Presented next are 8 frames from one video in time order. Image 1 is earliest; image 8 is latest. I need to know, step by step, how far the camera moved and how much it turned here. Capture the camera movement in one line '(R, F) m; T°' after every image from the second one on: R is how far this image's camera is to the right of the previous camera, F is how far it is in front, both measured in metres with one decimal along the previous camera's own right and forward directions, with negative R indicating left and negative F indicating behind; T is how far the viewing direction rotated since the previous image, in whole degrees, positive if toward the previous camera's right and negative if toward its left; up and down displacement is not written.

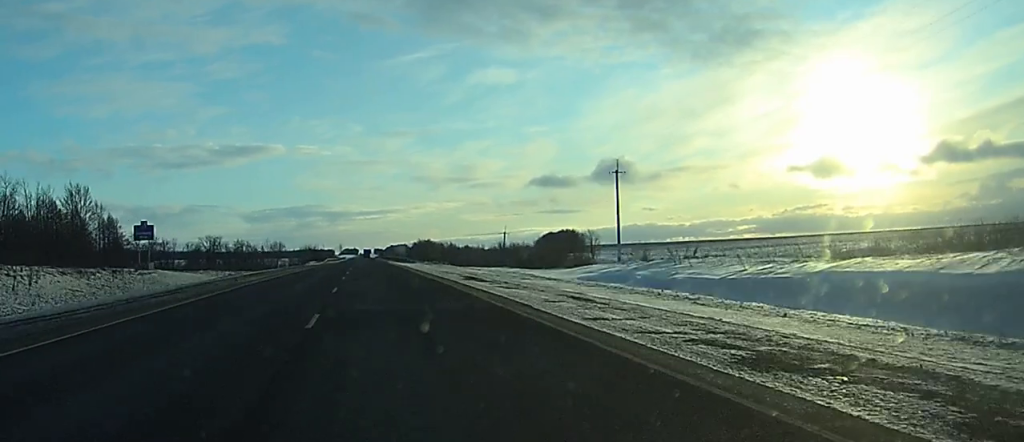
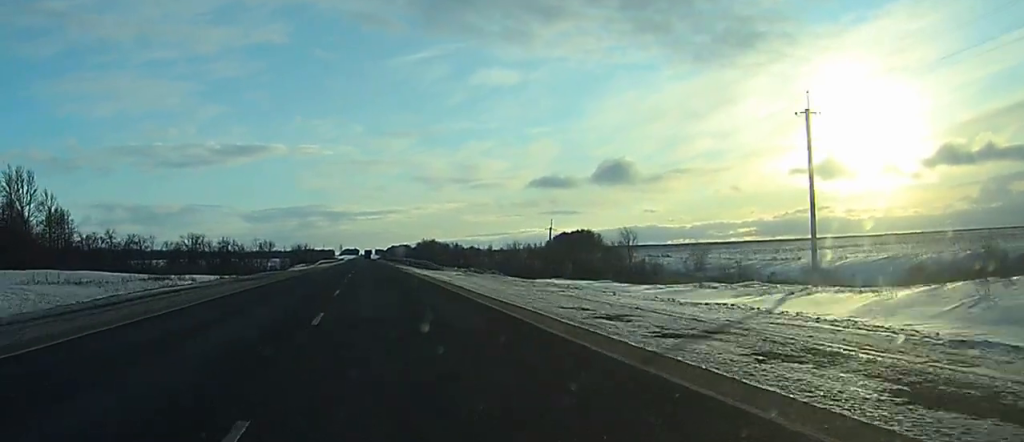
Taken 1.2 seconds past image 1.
(-0.2, +34.5) m; 0°
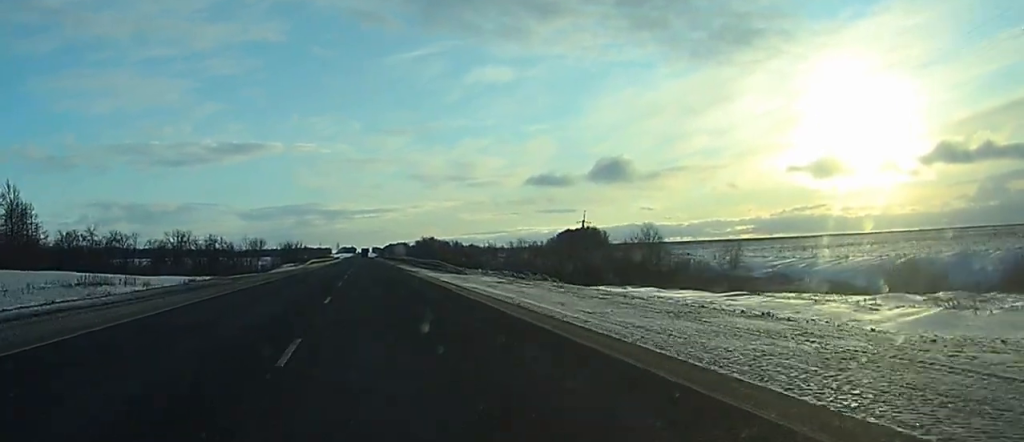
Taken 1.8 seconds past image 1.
(0.0, +17.7) m; 0°
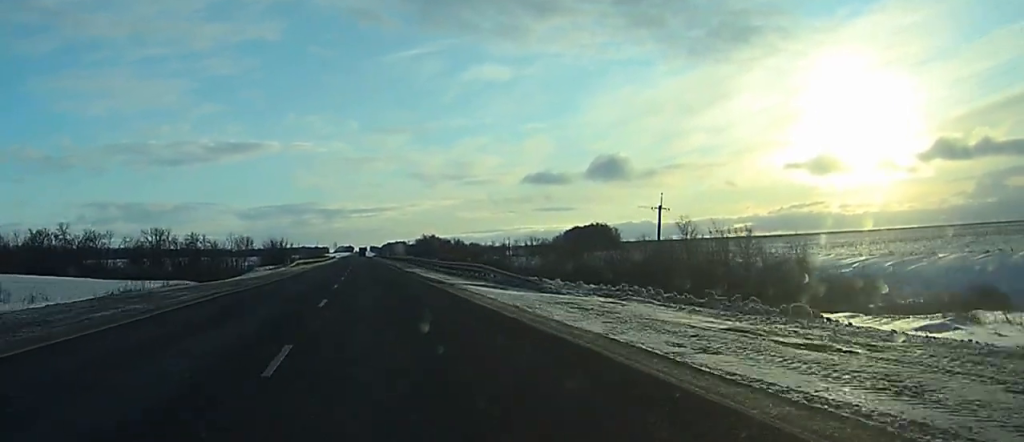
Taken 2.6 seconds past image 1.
(+0.1, +24.6) m; 0°
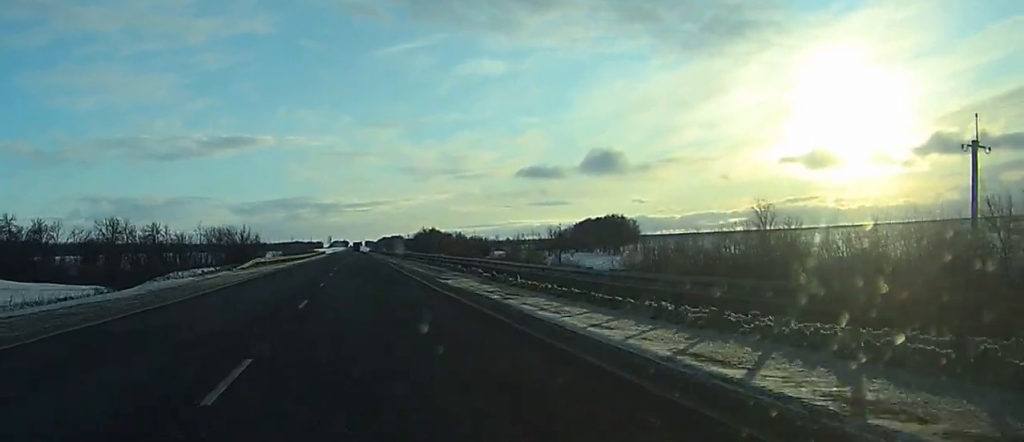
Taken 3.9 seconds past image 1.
(+0.2, +37.4) m; +1°
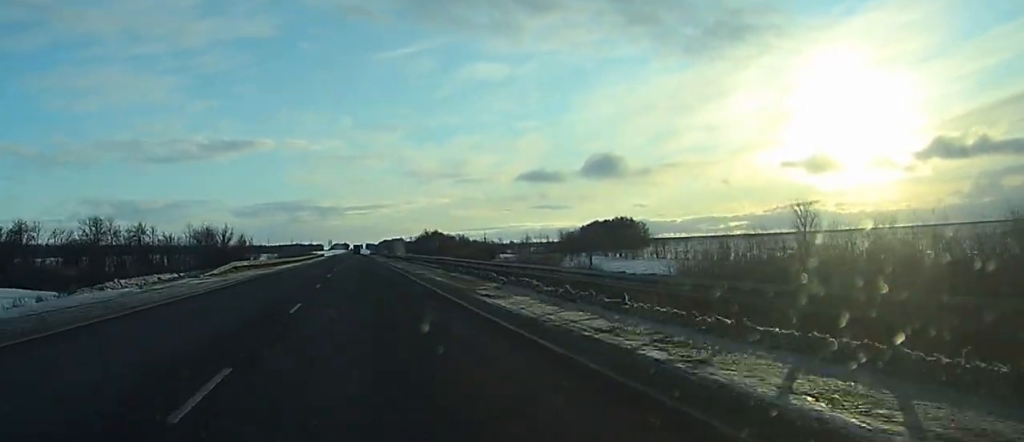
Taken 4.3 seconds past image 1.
(0.0, +12.8) m; 0°
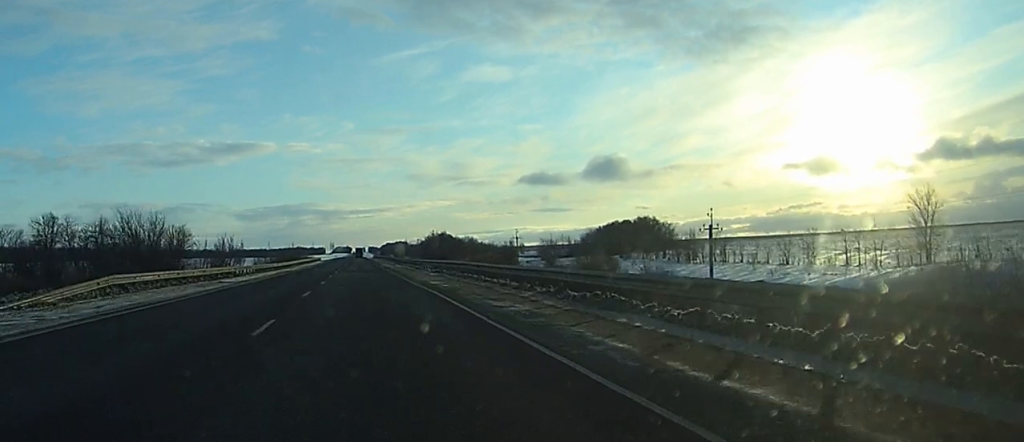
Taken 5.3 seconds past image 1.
(+0.1, +28.7) m; 0°
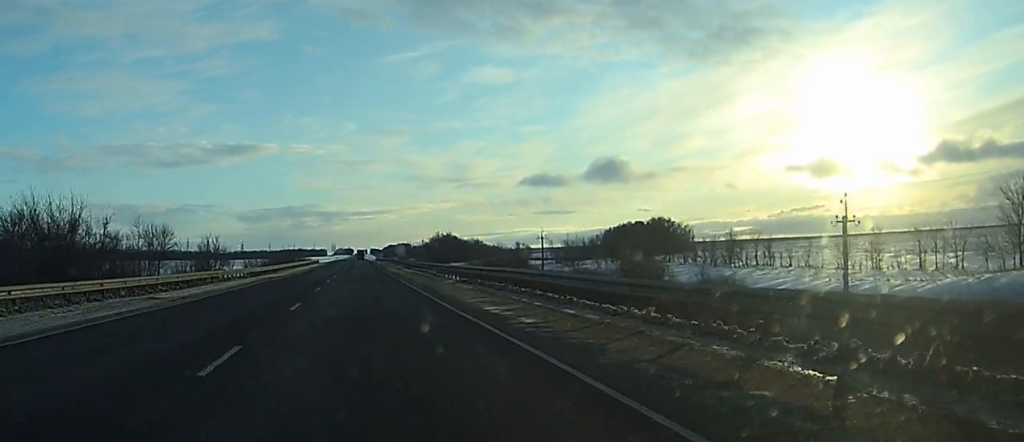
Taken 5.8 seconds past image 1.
(0.0, +16.0) m; 0°
